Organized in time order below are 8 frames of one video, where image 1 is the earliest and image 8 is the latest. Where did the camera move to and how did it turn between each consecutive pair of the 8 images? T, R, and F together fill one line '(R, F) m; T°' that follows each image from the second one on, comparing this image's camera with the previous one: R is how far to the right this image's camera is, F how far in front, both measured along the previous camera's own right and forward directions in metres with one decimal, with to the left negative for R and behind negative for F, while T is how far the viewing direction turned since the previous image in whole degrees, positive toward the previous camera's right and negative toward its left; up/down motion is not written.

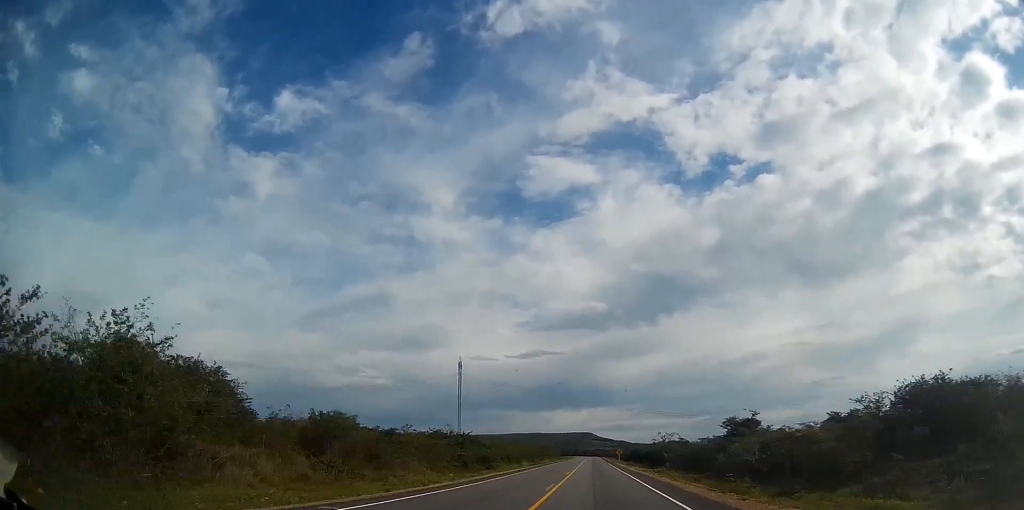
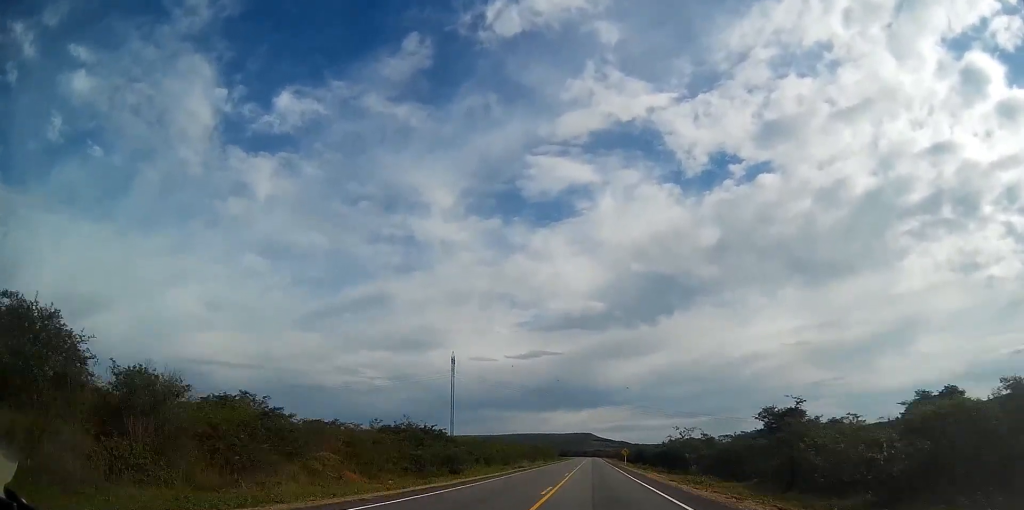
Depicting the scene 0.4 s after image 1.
(0.0, +17.8) m; 0°
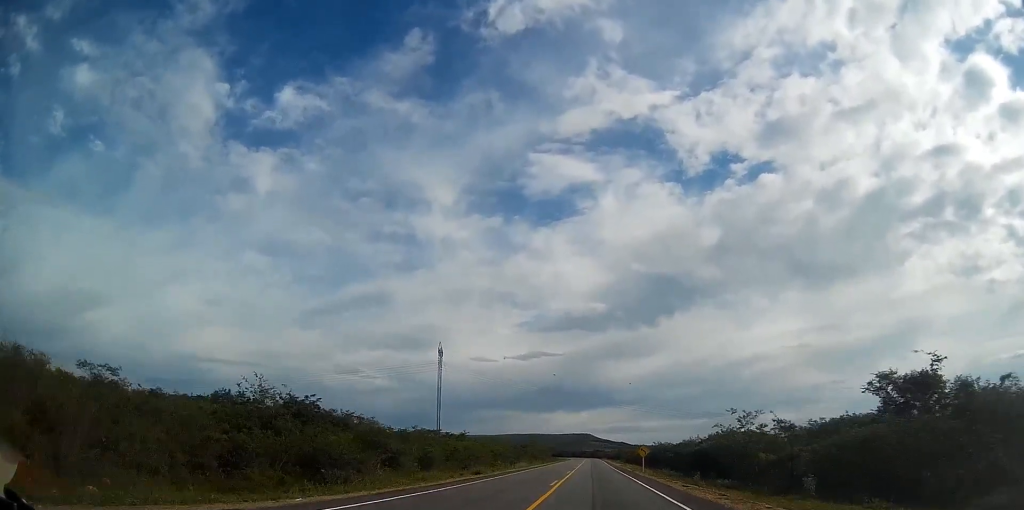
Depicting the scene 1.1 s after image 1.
(-0.1, +27.5) m; 0°
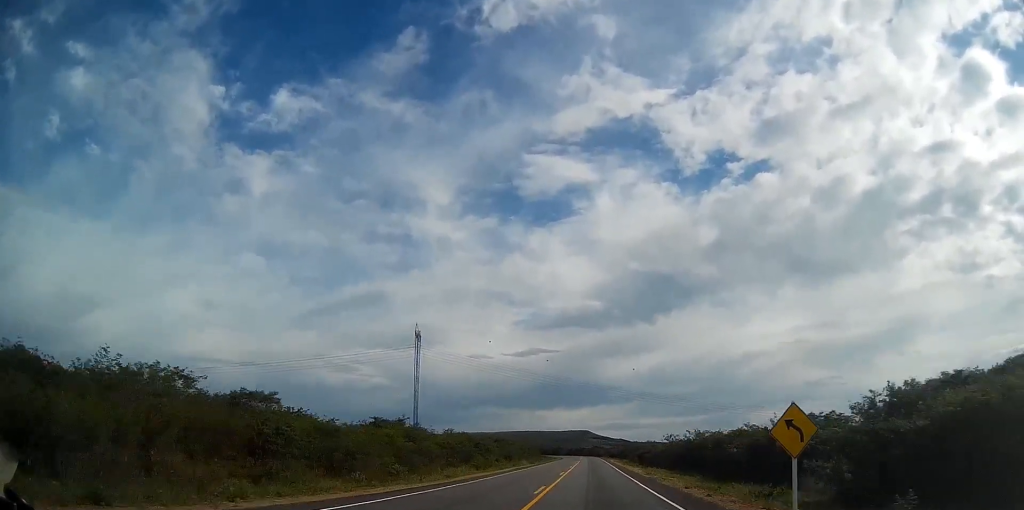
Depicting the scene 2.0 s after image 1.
(-0.2, +35.7) m; 0°
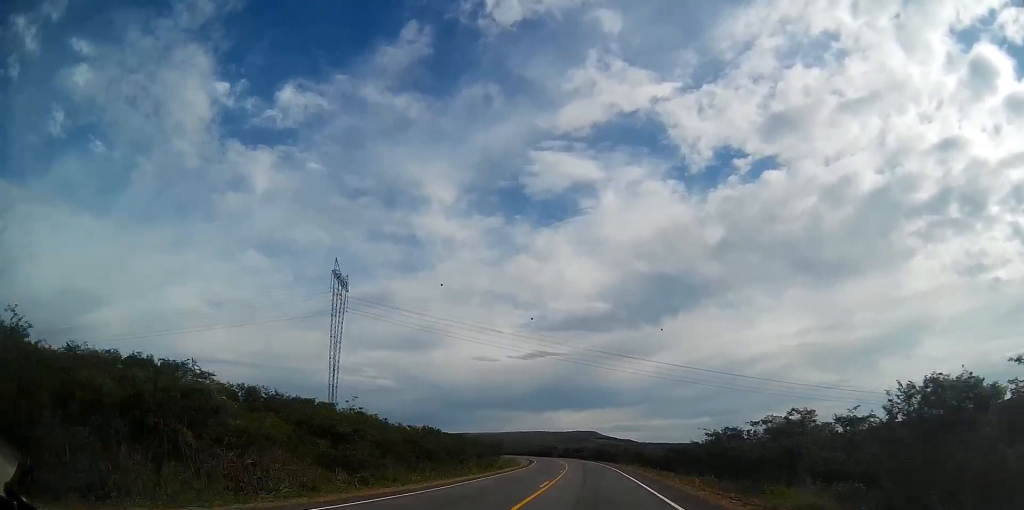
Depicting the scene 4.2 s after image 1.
(+1.4, +90.8) m; 0°
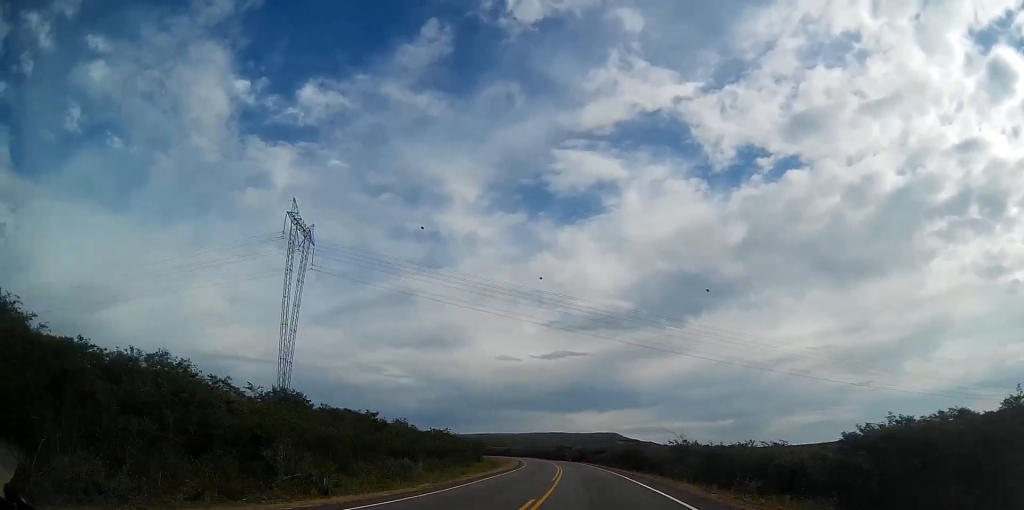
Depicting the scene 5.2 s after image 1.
(-0.5, +40.8) m; -1°
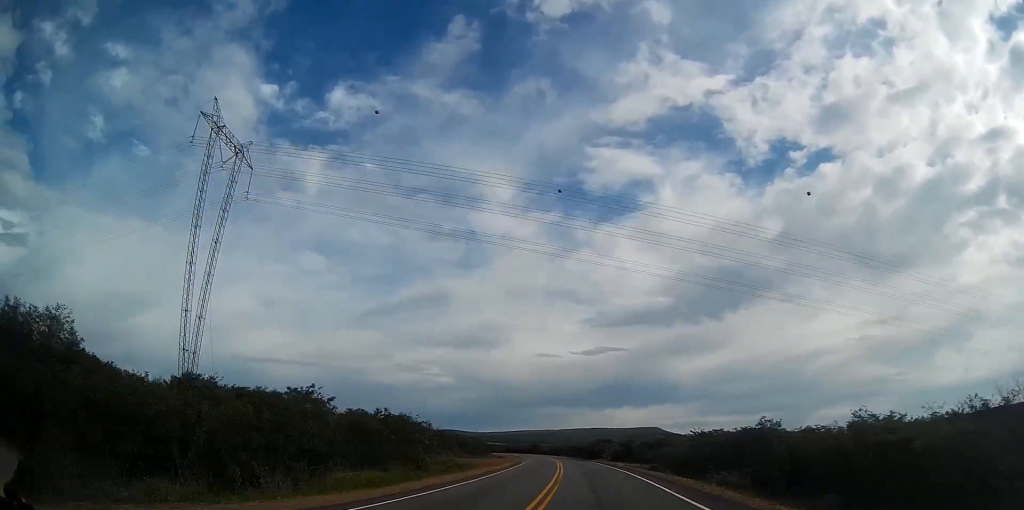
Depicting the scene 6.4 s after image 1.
(-0.6, +48.8) m; -2°
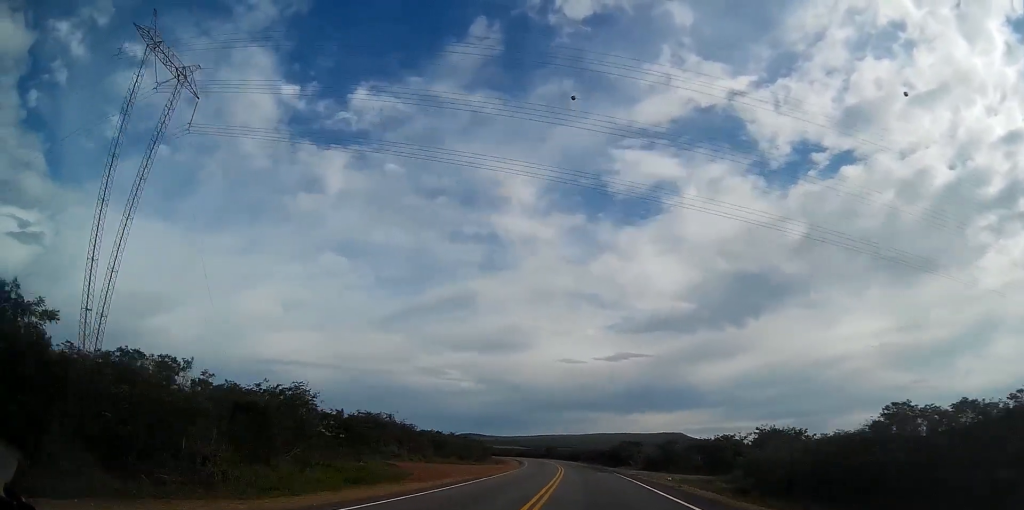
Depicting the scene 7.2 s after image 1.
(-0.5, +29.0) m; -2°
